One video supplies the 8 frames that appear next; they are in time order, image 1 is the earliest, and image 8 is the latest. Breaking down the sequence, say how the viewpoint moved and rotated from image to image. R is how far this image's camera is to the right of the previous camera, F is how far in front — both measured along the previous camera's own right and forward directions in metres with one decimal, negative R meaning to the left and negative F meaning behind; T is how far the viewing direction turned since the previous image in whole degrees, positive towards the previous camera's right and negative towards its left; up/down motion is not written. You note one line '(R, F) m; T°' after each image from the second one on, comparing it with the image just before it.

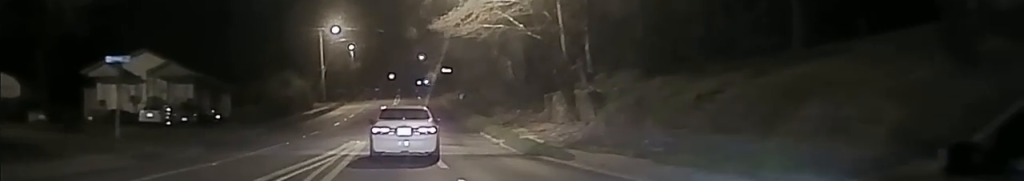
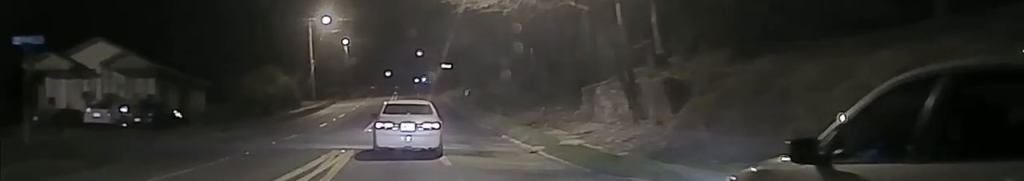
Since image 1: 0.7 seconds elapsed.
(+0.1, +9.6) m; 0°
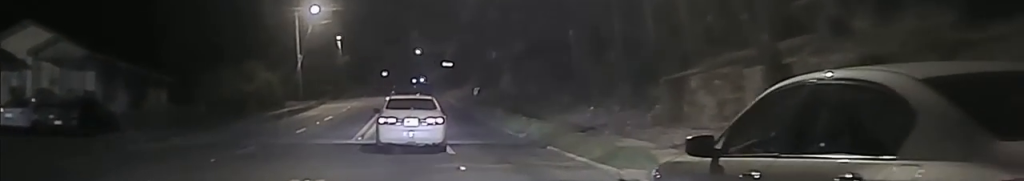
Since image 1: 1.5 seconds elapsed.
(0.0, +10.7) m; -1°
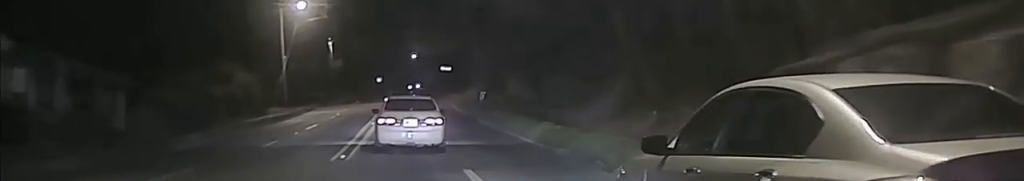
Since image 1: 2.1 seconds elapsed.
(-0.1, +8.2) m; -1°
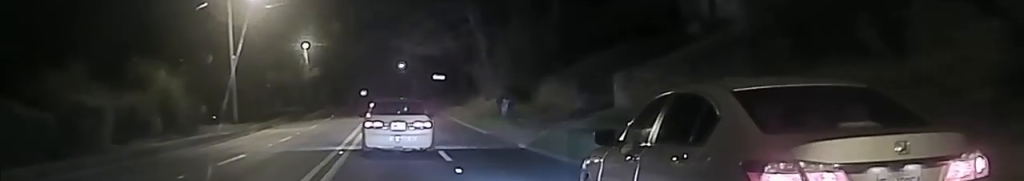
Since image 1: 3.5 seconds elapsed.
(-0.1, +18.6) m; -1°
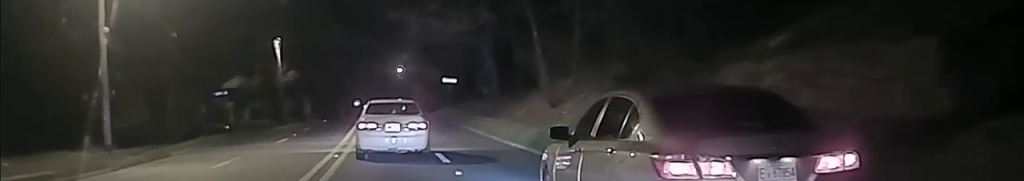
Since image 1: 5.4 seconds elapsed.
(-0.8, +25.1) m; -2°
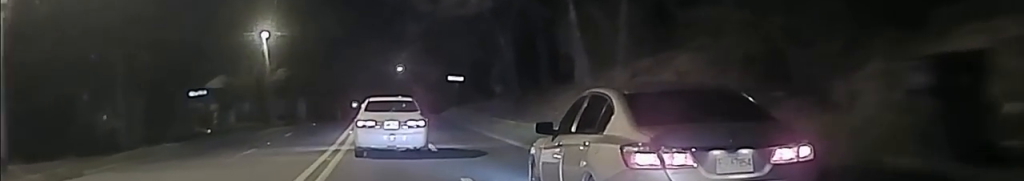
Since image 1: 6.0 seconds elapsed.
(+0.2, +8.2) m; +1°
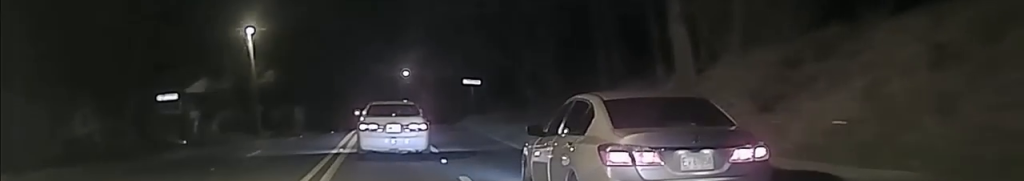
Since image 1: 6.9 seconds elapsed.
(+0.1, +9.8) m; +1°
